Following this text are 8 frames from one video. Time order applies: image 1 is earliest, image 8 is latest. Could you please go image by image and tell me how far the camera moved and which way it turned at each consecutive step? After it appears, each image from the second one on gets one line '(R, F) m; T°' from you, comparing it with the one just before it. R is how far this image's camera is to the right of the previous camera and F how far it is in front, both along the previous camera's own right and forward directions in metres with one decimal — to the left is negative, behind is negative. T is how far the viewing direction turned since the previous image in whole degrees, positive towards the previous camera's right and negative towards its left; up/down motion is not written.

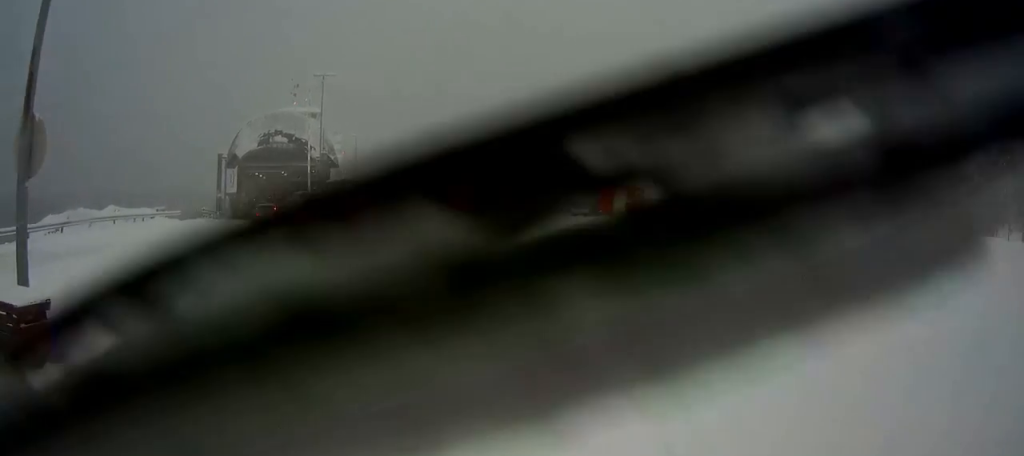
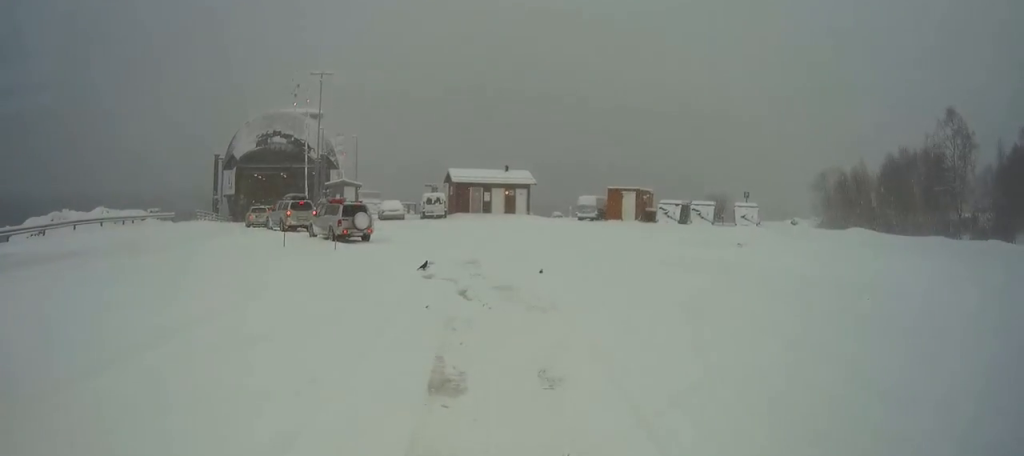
(-0.1, +2.3) m; 0°
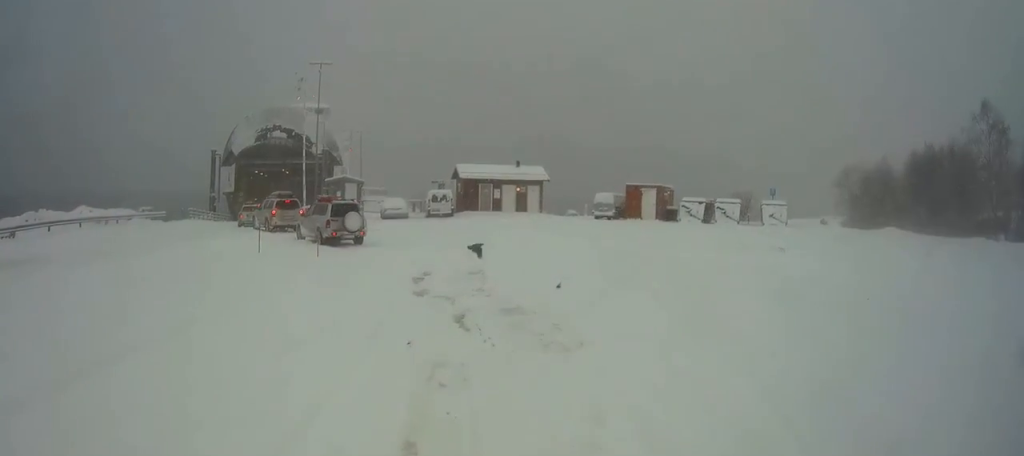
(0.0, +4.1) m; 0°
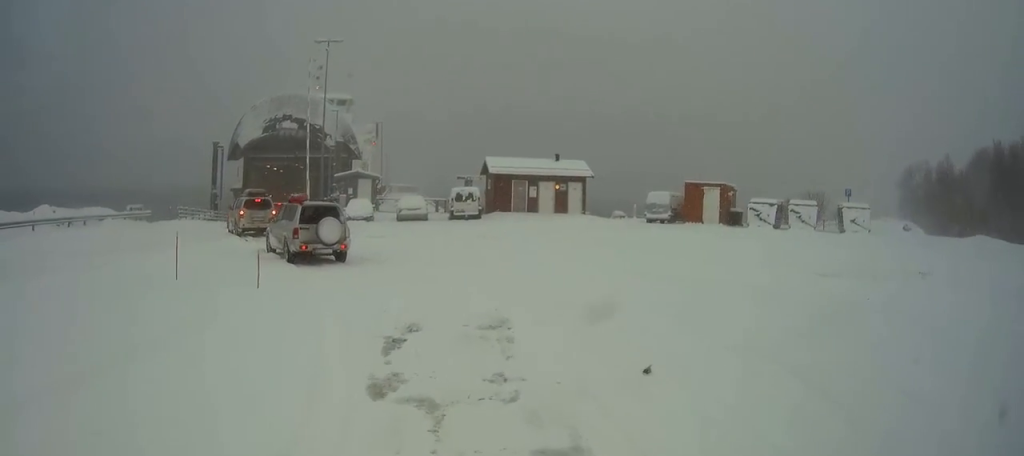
(0.0, +9.1) m; -6°
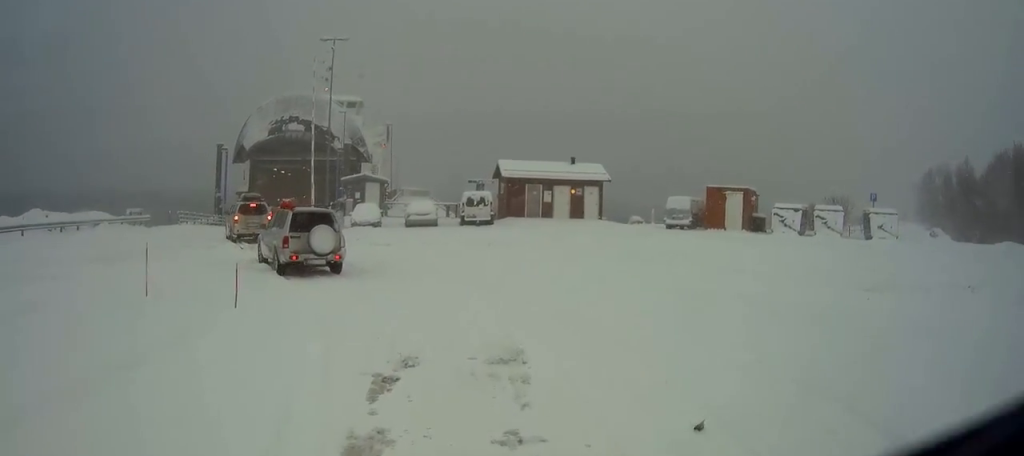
(-0.2, +2.7) m; -4°
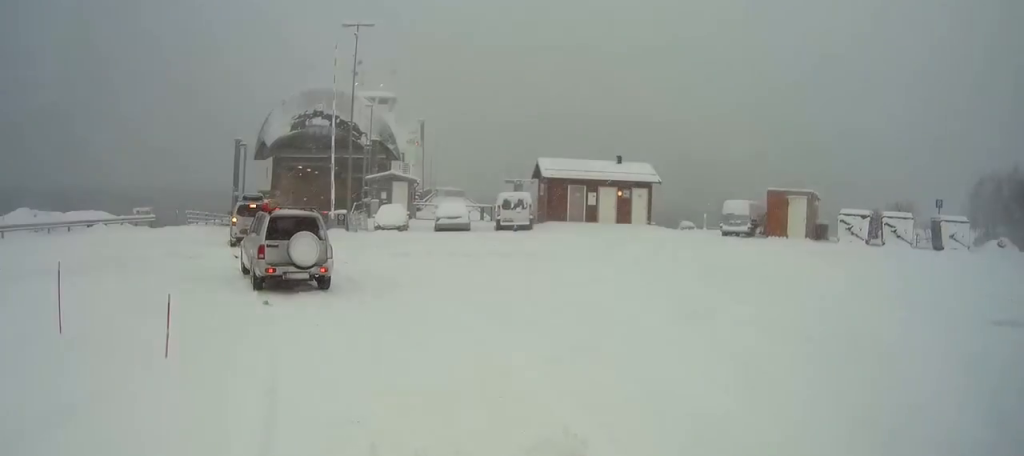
(-0.2, +5.9) m; -4°
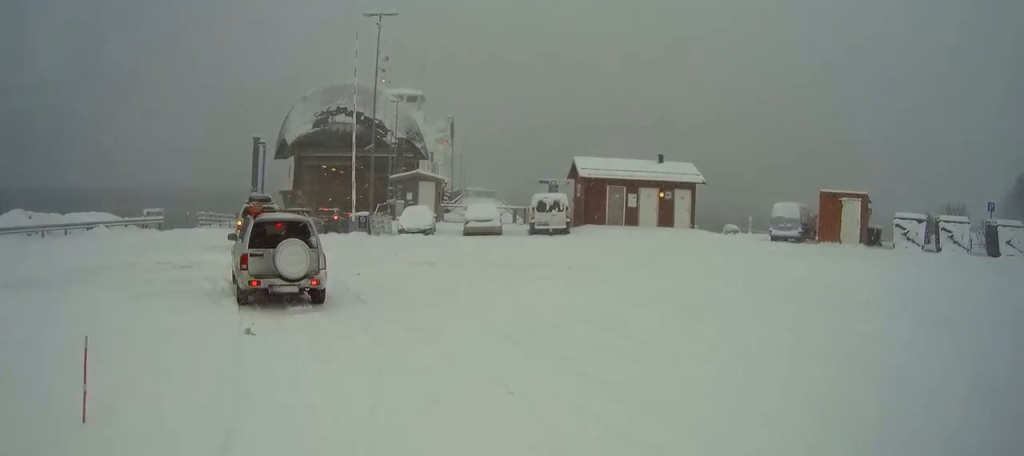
(-0.1, +4.0) m; -4°
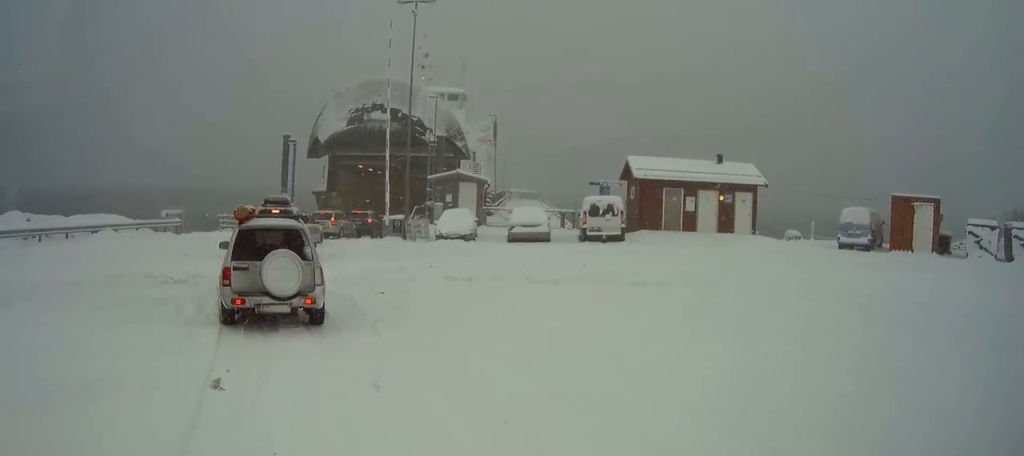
(-0.2, +4.3) m; -4°
